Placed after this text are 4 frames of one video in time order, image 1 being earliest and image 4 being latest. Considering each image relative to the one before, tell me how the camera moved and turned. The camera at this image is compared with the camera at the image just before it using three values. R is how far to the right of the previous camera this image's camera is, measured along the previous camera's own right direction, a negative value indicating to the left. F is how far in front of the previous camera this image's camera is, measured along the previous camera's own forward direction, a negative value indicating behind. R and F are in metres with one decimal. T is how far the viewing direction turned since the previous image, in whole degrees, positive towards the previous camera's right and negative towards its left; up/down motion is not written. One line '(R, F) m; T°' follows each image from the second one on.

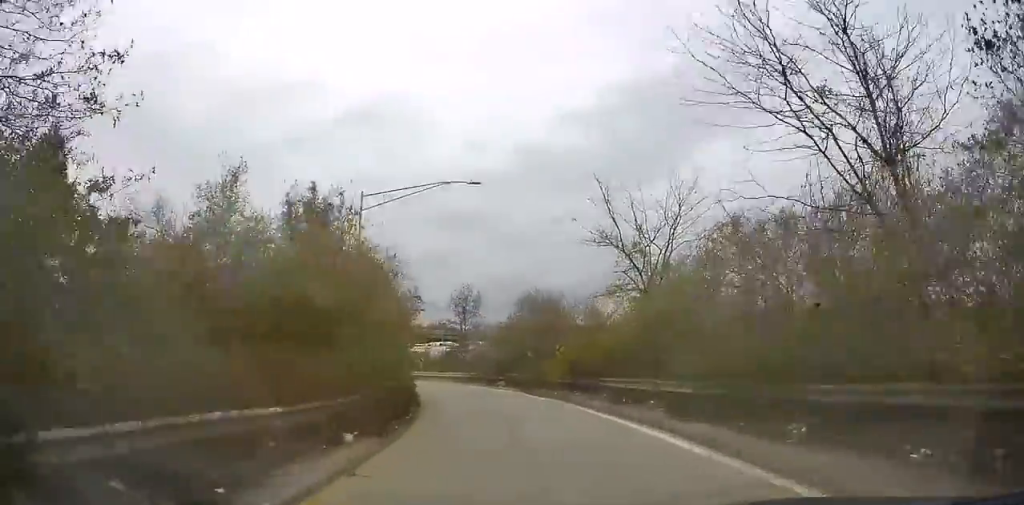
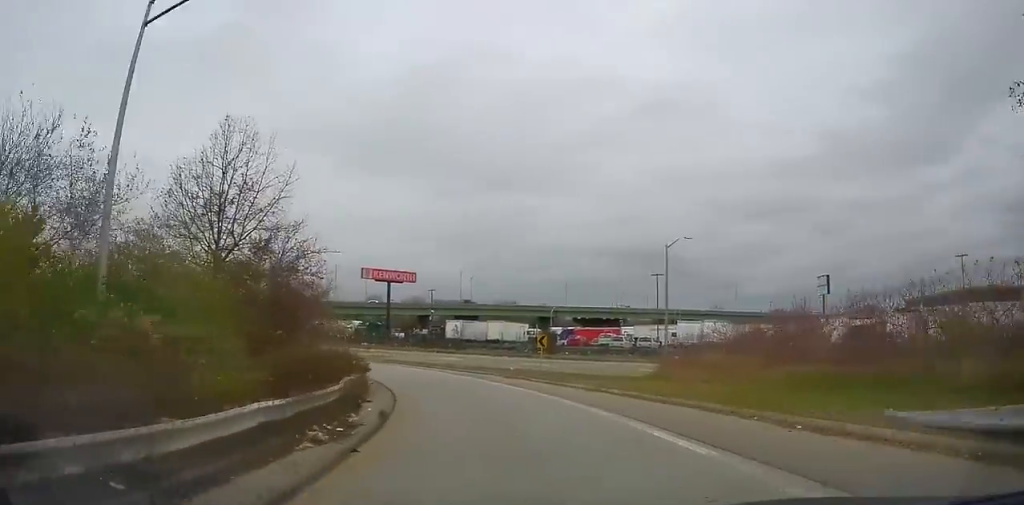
(-10.5, +52.9) m; -25°
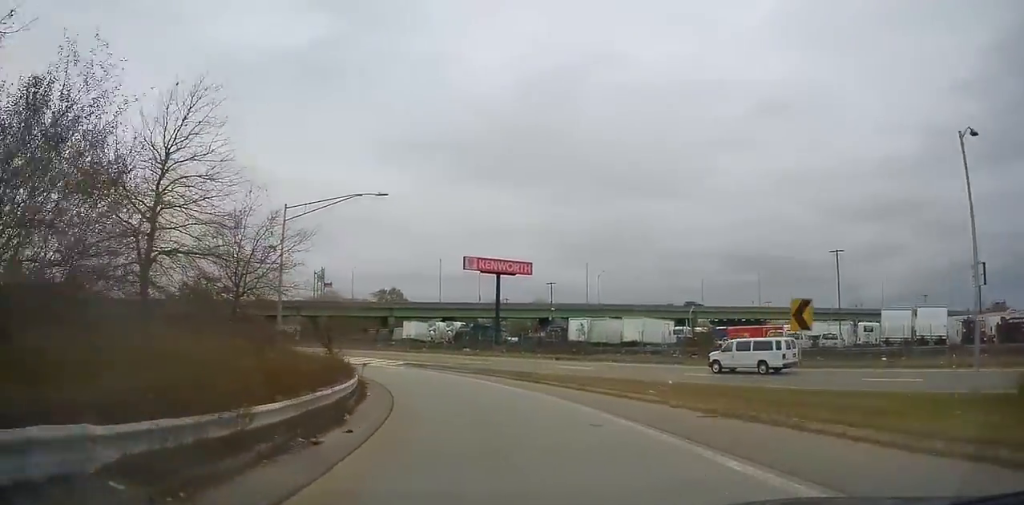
(-2.2, +18.7) m; -13°
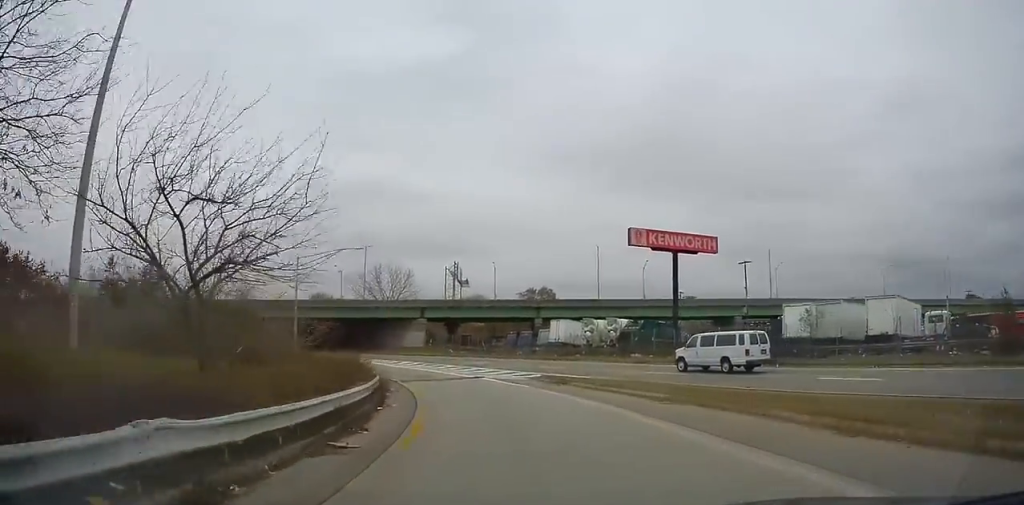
(-3.0, +21.7) m; -13°
